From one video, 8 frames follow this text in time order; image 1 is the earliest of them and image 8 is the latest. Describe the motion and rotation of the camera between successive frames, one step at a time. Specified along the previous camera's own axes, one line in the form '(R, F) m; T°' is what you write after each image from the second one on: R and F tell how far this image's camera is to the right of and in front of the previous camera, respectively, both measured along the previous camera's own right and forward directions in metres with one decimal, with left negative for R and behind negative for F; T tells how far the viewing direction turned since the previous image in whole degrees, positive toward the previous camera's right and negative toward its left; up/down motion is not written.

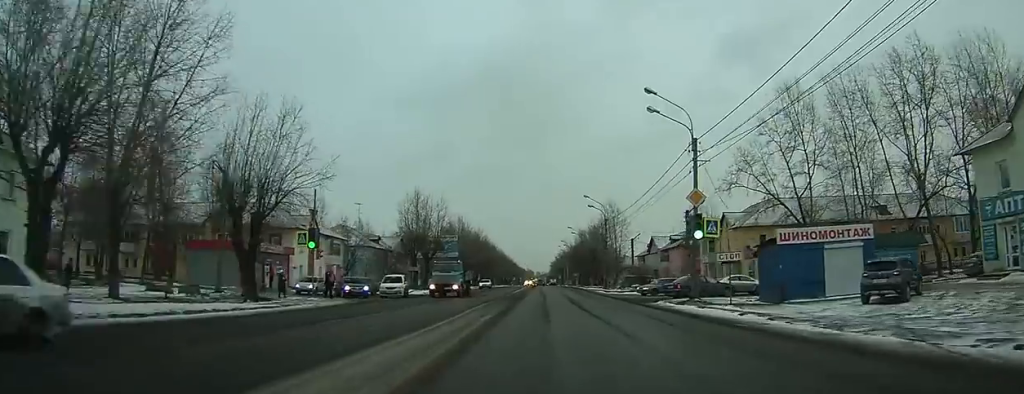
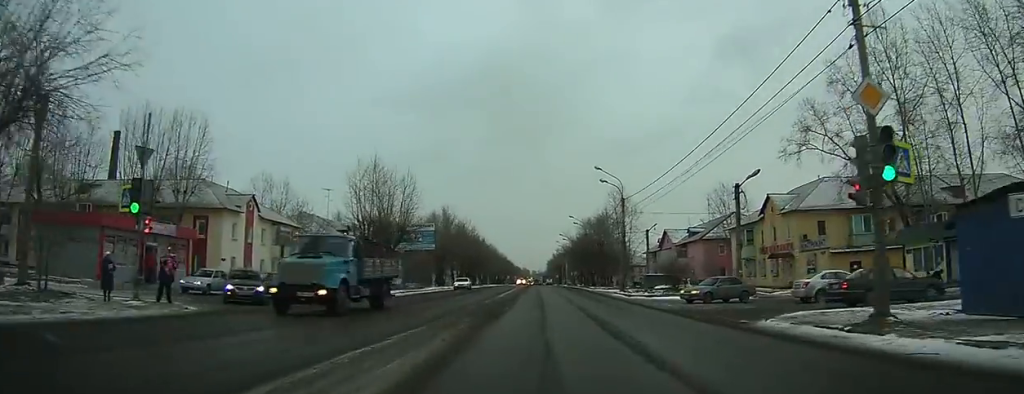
(+0.2, +18.1) m; 0°
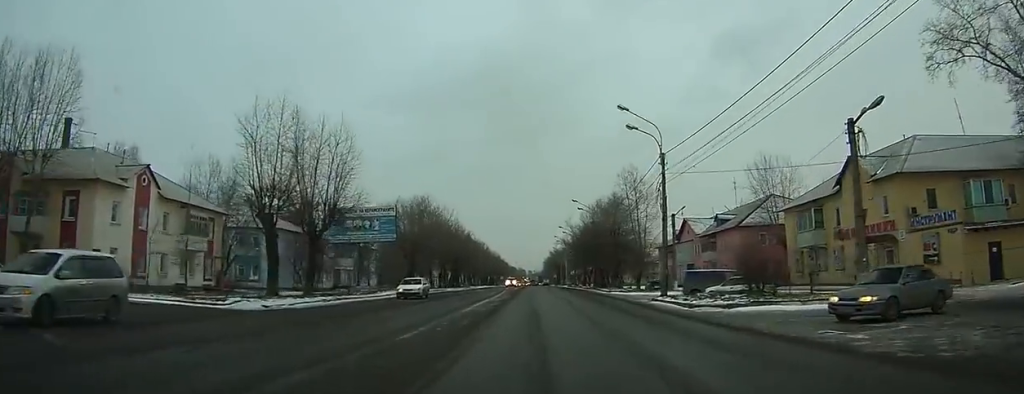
(0.0, +17.6) m; -1°
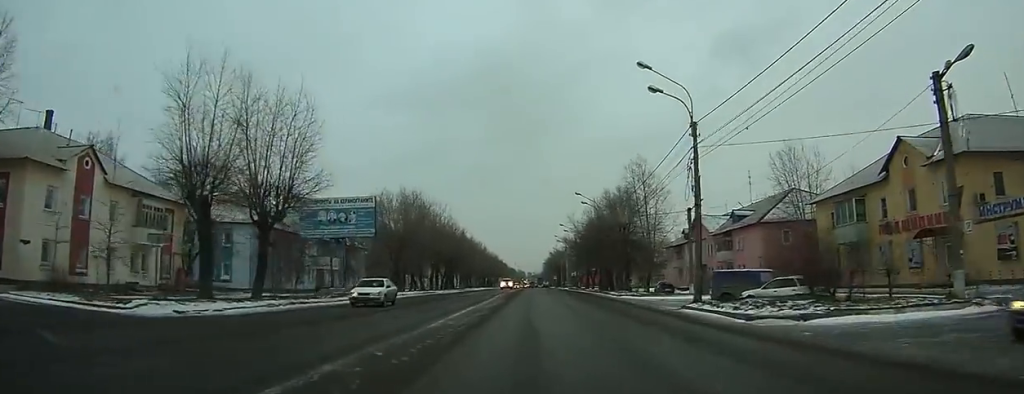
(0.0, +6.1) m; 0°
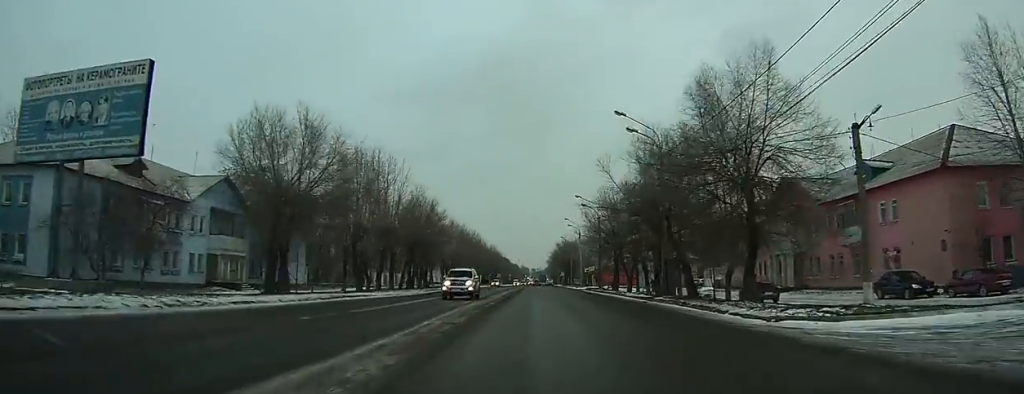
(-0.6, +24.8) m; -2°
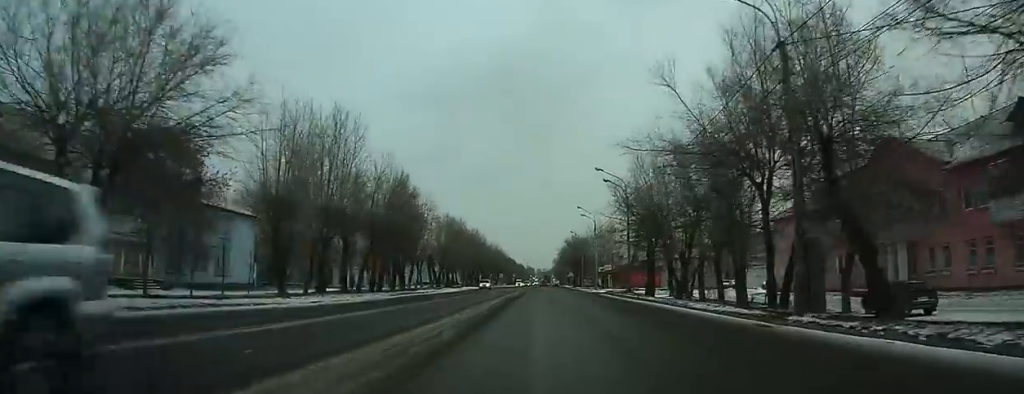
(0.0, +14.9) m; 0°
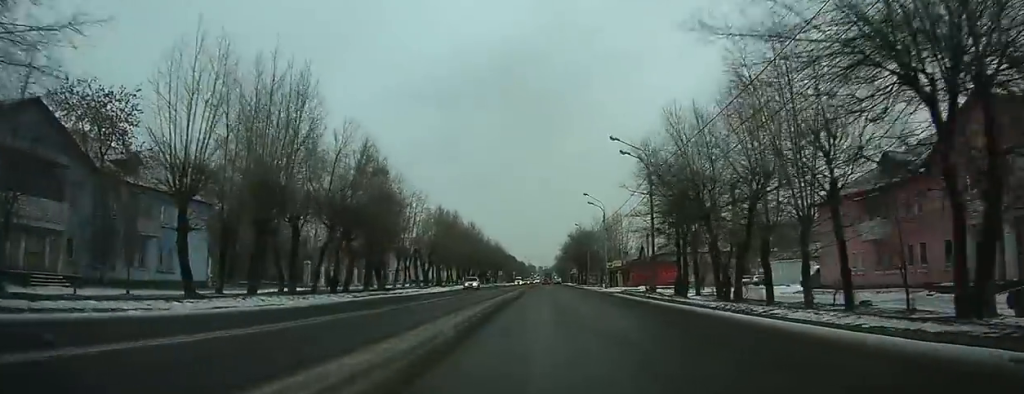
(0.0, +9.1) m; 0°
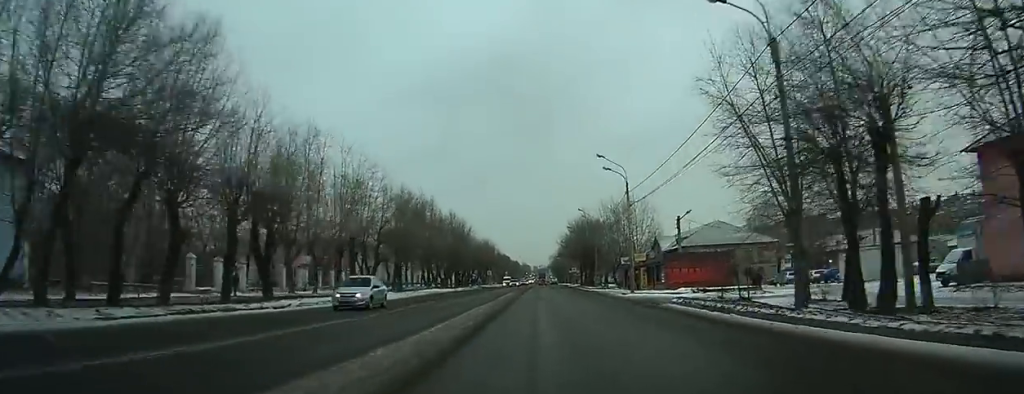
(+0.1, +20.8) m; 0°
